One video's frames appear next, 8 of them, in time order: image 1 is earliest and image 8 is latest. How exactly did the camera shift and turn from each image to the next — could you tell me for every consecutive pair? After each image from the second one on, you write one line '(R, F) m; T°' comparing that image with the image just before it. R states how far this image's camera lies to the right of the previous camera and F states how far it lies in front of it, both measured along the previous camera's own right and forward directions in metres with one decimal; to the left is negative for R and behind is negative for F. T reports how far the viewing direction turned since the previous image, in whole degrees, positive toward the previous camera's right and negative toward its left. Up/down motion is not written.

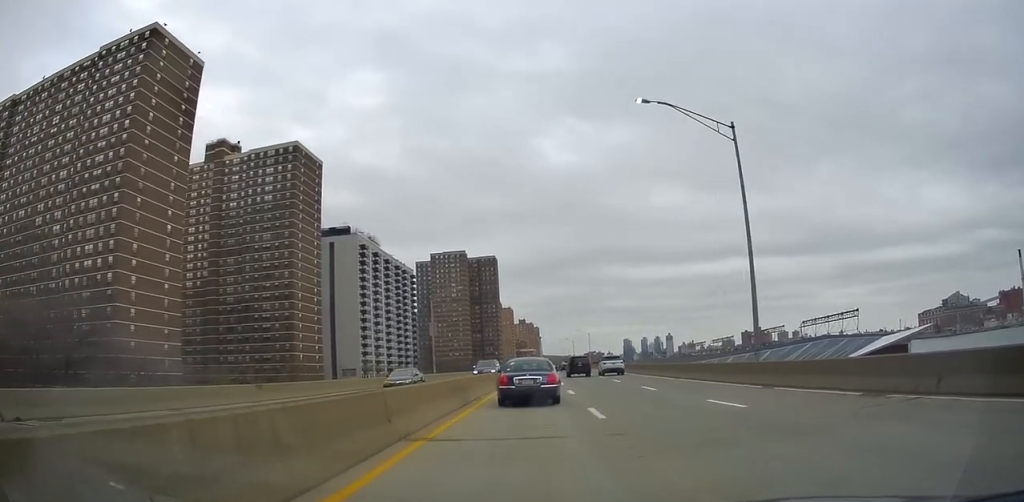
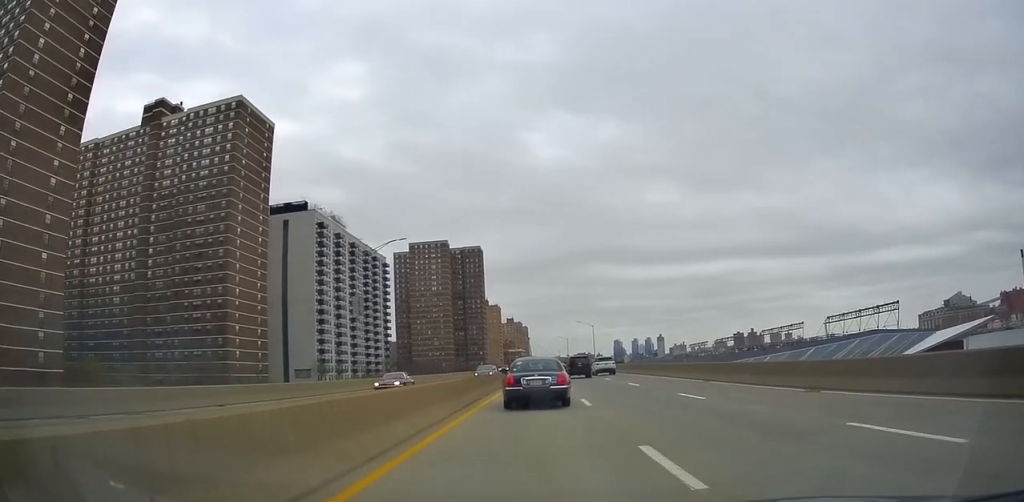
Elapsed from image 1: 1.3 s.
(+0.4, +30.6) m; +1°
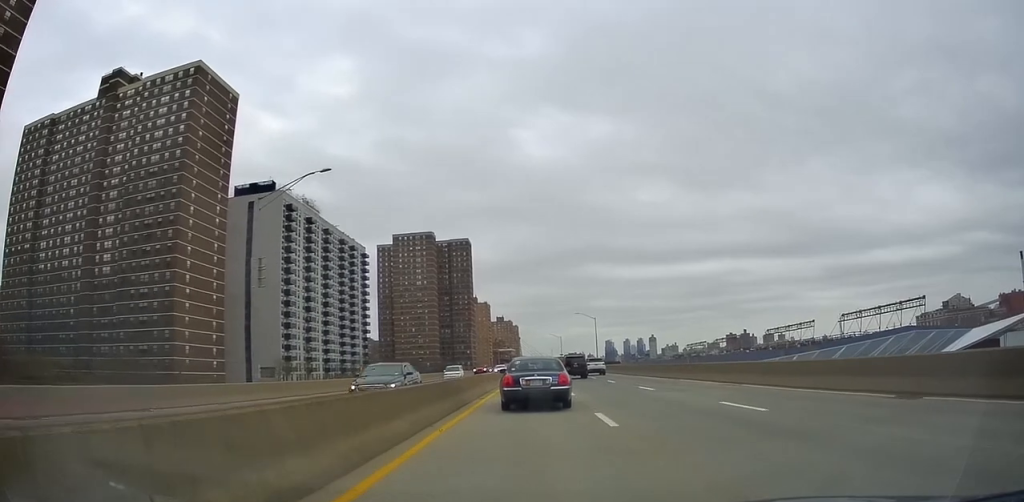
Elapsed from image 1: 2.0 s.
(0.0, +17.6) m; +1°
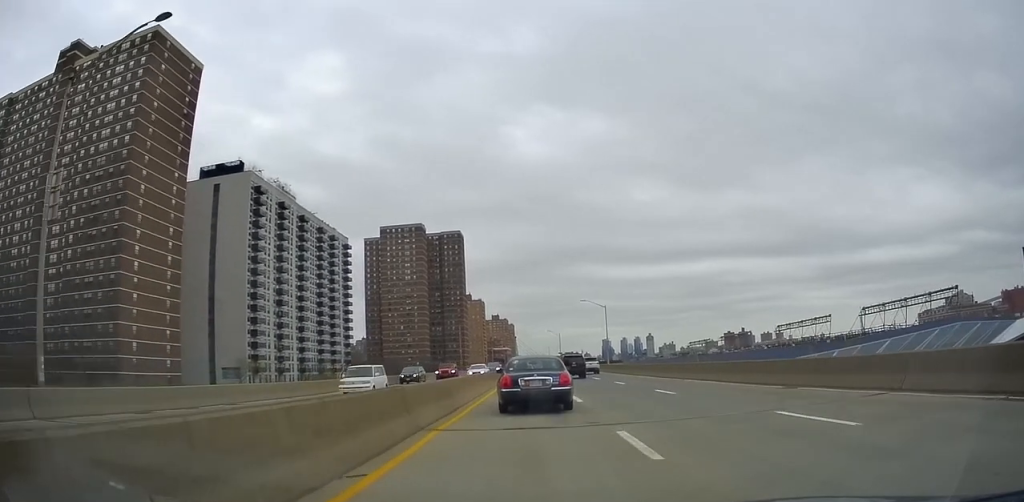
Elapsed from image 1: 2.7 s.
(+0.2, +16.4) m; 0°
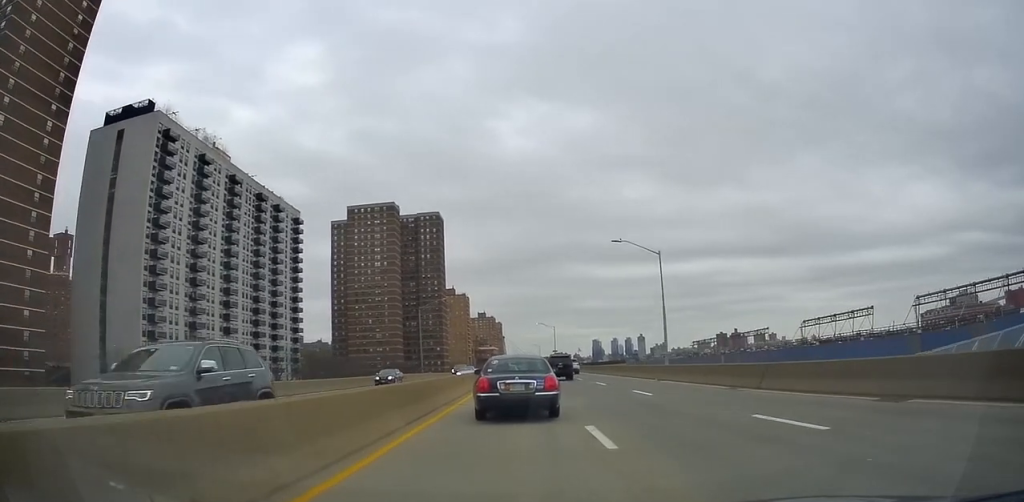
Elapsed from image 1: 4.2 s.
(-0.1, +35.5) m; 0°
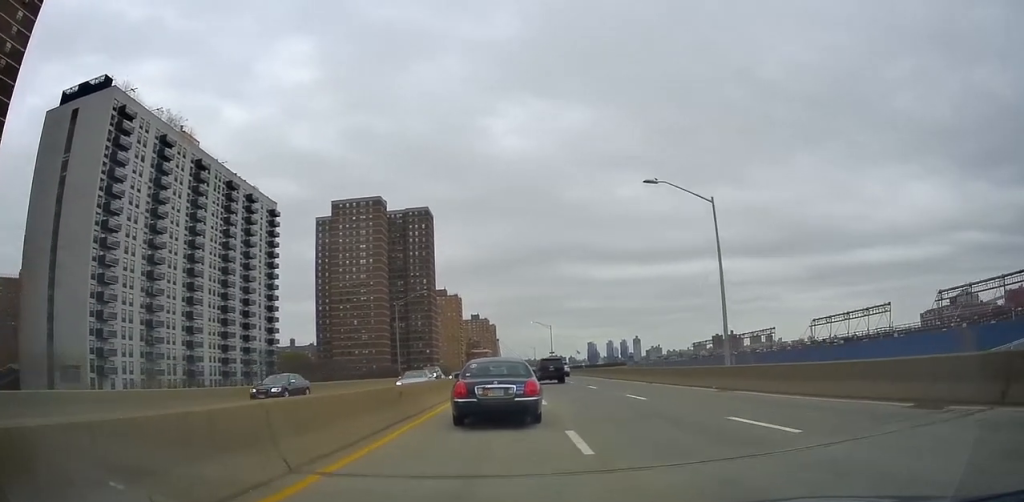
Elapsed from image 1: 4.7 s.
(+0.1, +12.6) m; 0°
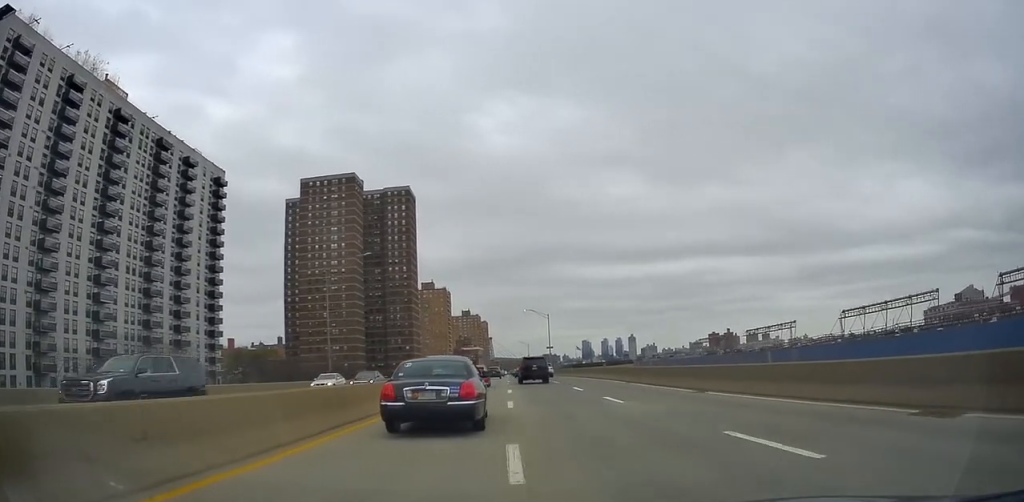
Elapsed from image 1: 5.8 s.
(+0.4, +25.9) m; +1°
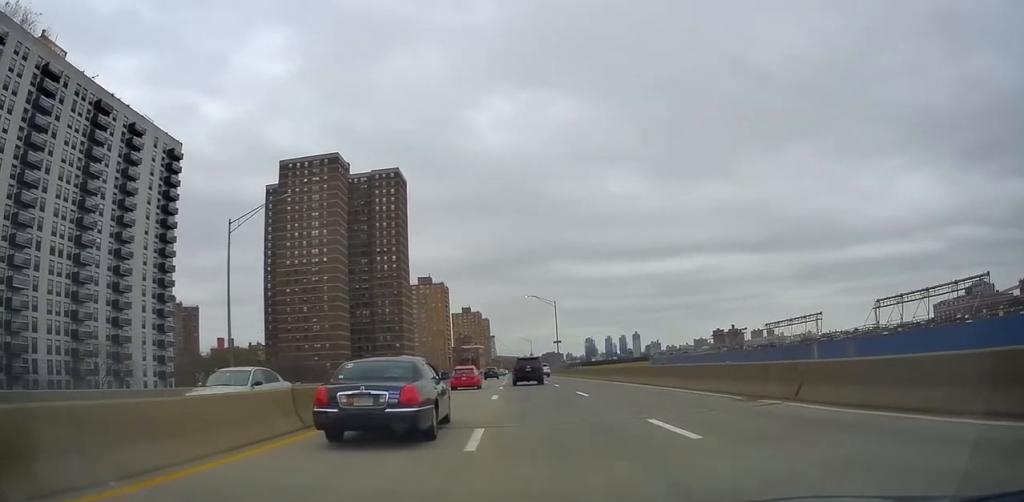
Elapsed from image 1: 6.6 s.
(0.0, +19.1) m; 0°
